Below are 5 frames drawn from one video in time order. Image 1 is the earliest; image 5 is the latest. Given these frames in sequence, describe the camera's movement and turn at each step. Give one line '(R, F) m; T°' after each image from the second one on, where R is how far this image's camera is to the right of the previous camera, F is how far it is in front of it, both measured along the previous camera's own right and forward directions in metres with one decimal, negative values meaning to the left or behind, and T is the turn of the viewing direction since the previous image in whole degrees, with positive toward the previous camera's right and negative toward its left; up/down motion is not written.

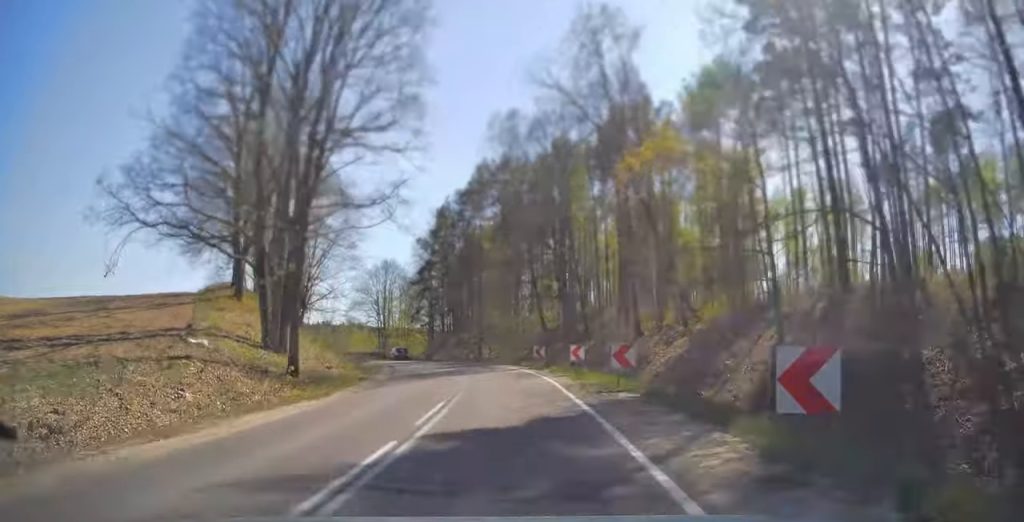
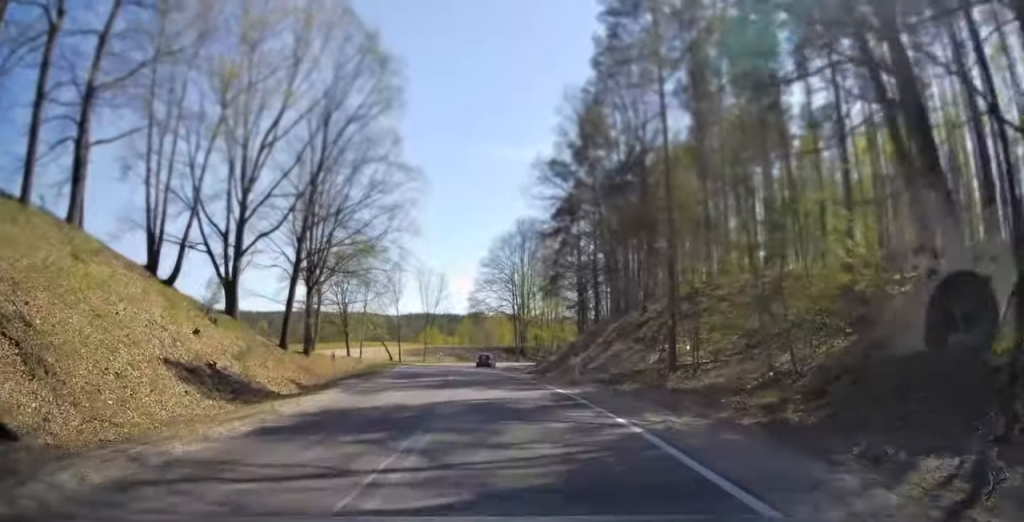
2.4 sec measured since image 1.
(-5.4, +39.9) m; -15°
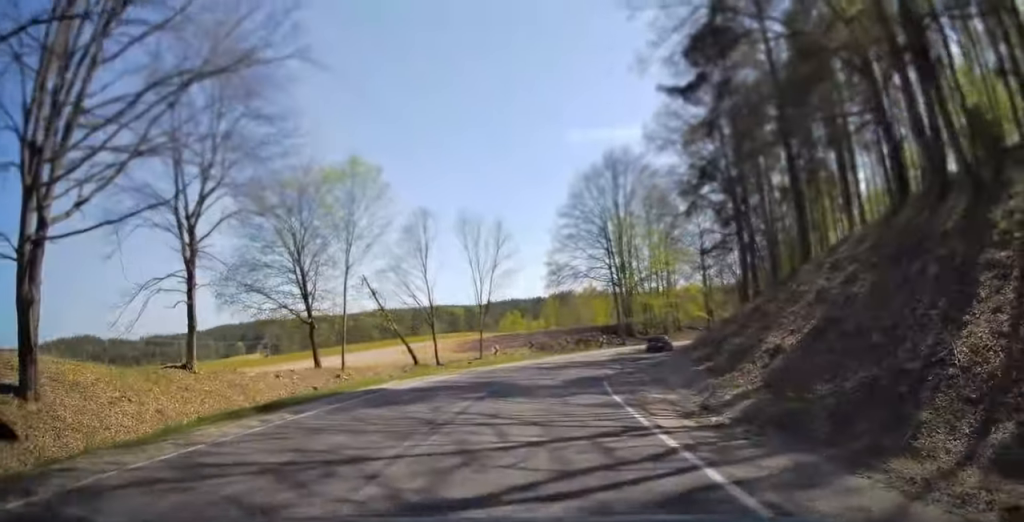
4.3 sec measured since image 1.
(-2.5, +31.7) m; -5°
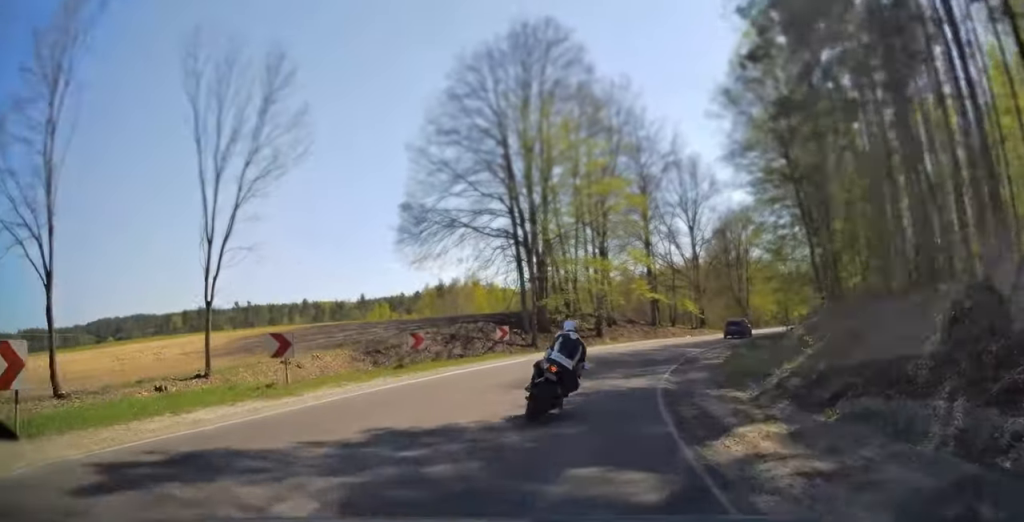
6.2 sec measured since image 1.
(+2.9, +33.2) m; +14°
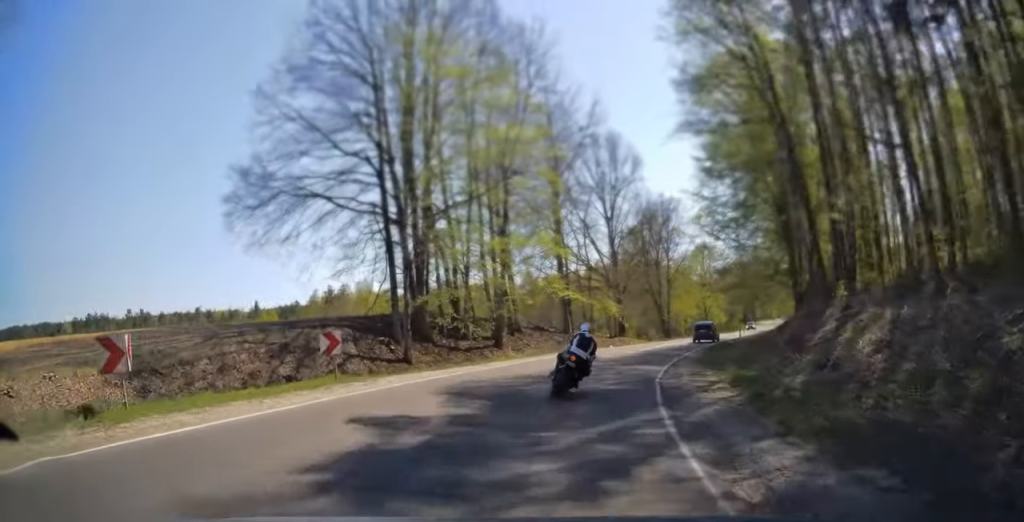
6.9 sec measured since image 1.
(+0.7, +12.2) m; +8°
